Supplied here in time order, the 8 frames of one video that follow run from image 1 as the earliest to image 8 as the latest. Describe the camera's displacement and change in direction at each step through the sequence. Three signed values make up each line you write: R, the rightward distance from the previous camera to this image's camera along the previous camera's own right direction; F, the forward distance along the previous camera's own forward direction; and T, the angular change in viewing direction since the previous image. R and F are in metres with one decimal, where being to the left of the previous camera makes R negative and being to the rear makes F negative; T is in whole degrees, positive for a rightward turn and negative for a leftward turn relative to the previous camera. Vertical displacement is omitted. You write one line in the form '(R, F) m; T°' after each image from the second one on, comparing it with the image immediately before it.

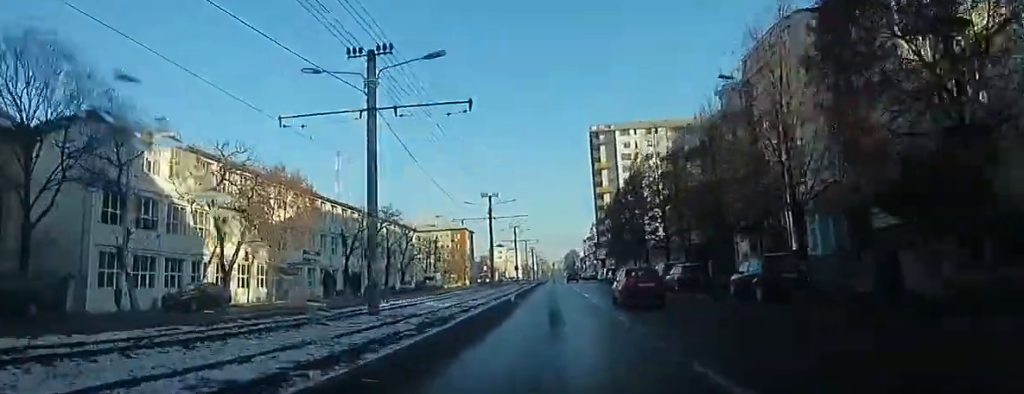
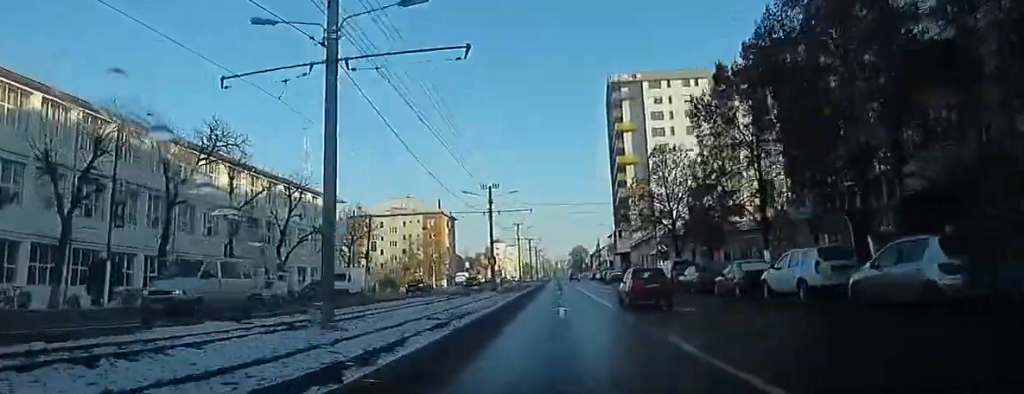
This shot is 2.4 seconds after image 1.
(0.0, +32.2) m; +1°
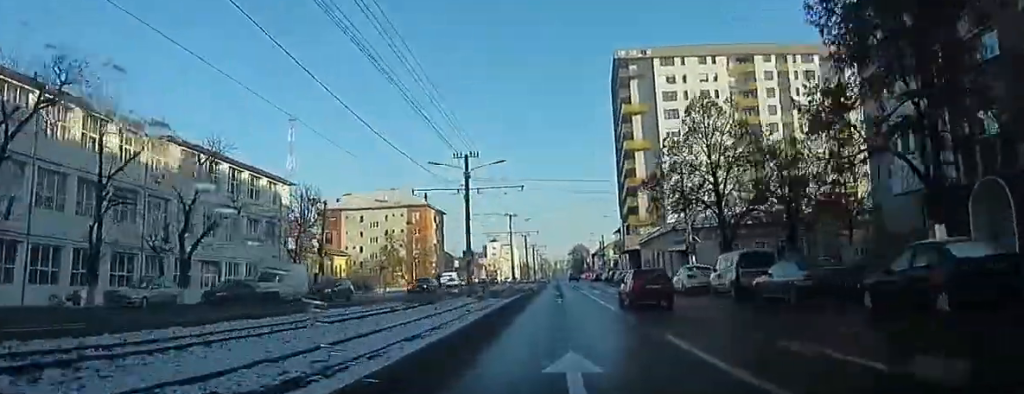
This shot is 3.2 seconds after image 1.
(-0.3, +12.2) m; +1°
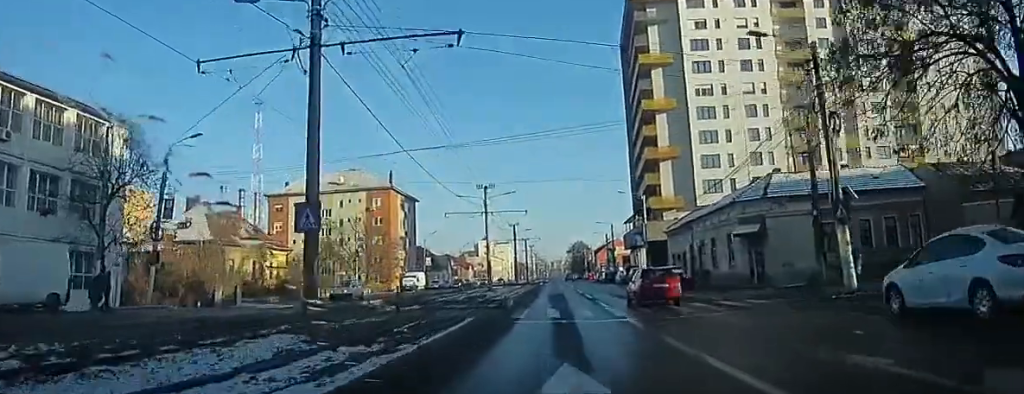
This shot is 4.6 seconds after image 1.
(+0.9, +23.2) m; +1°
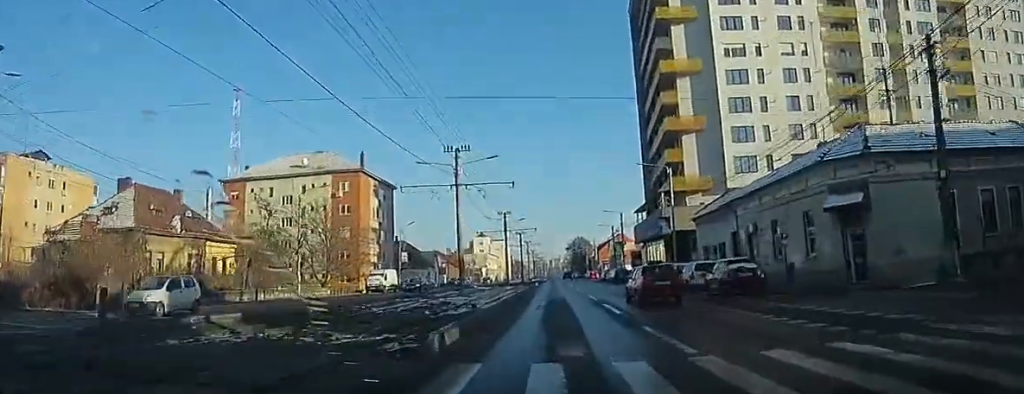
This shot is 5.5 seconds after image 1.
(+0.2, +13.9) m; 0°
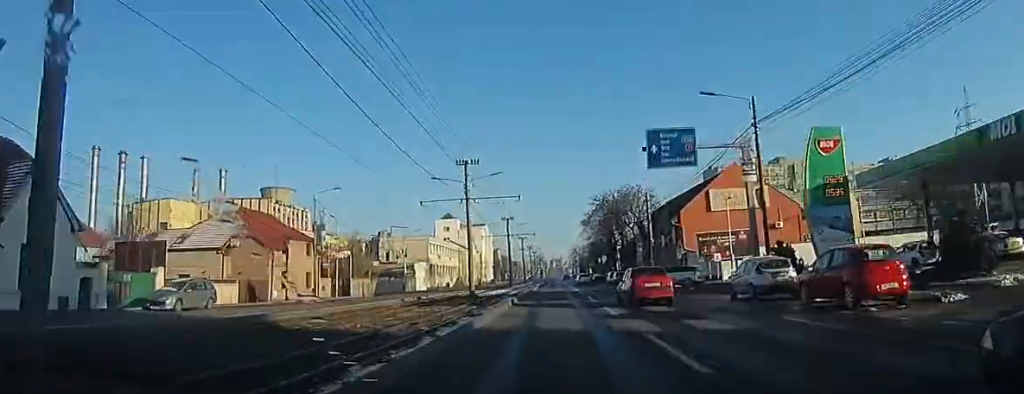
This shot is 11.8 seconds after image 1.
(-3.9, +94.6) m; -4°
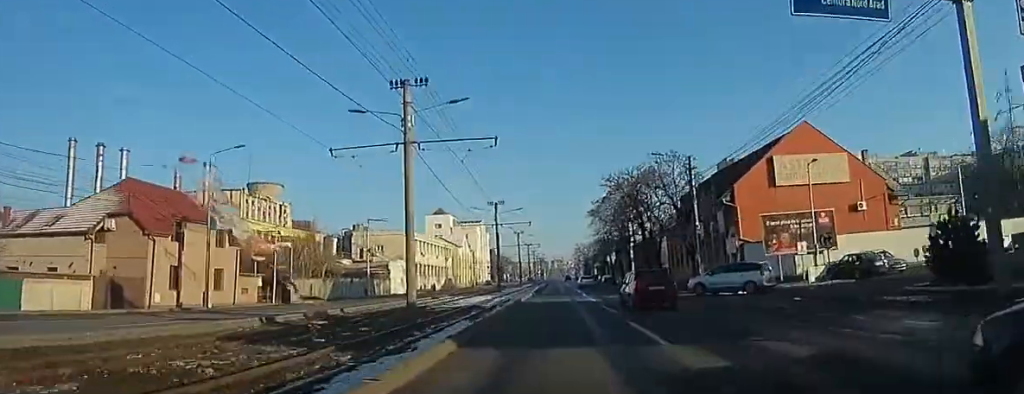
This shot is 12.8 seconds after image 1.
(-1.1, +15.5) m; +2°
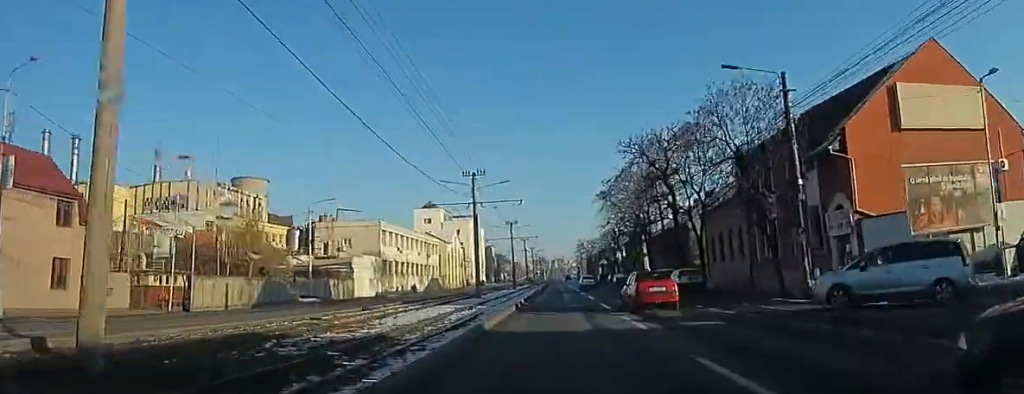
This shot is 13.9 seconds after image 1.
(+0.7, +14.9) m; +2°
